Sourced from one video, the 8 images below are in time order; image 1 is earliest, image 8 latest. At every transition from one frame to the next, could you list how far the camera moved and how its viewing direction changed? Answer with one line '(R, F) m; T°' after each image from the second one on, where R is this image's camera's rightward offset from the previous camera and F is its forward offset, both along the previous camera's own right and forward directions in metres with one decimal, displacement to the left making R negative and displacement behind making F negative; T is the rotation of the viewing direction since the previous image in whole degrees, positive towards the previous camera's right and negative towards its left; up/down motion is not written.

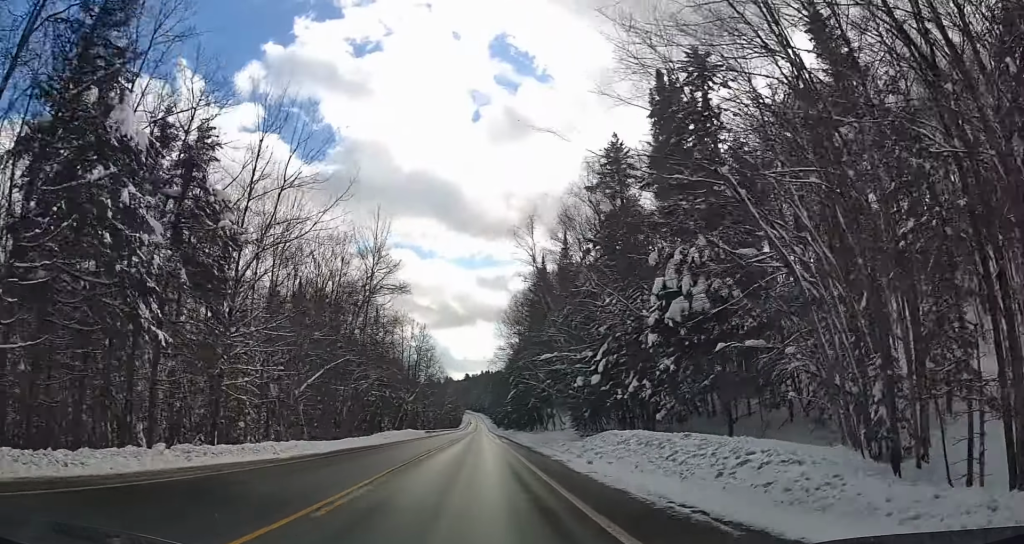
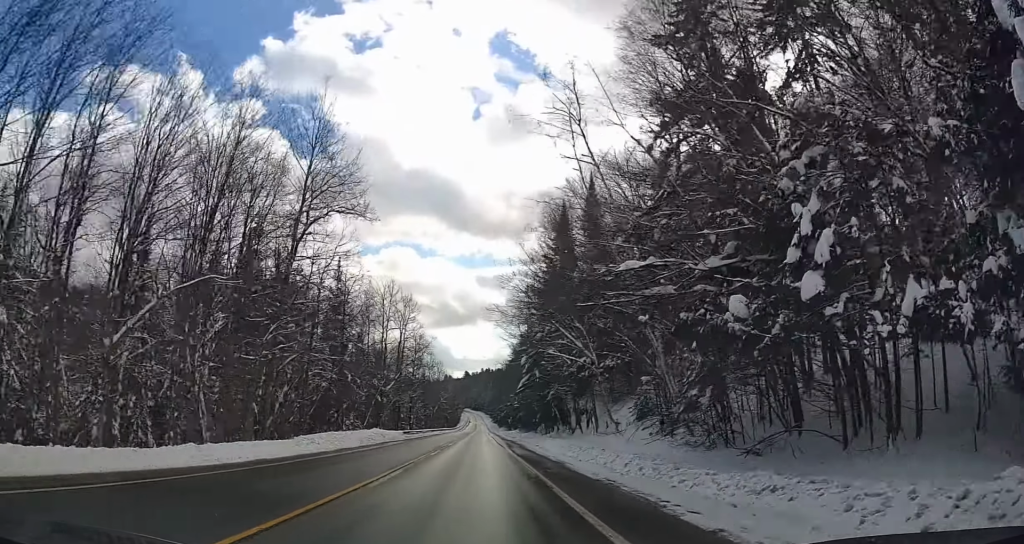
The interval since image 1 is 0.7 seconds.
(0.0, +19.6) m; 0°
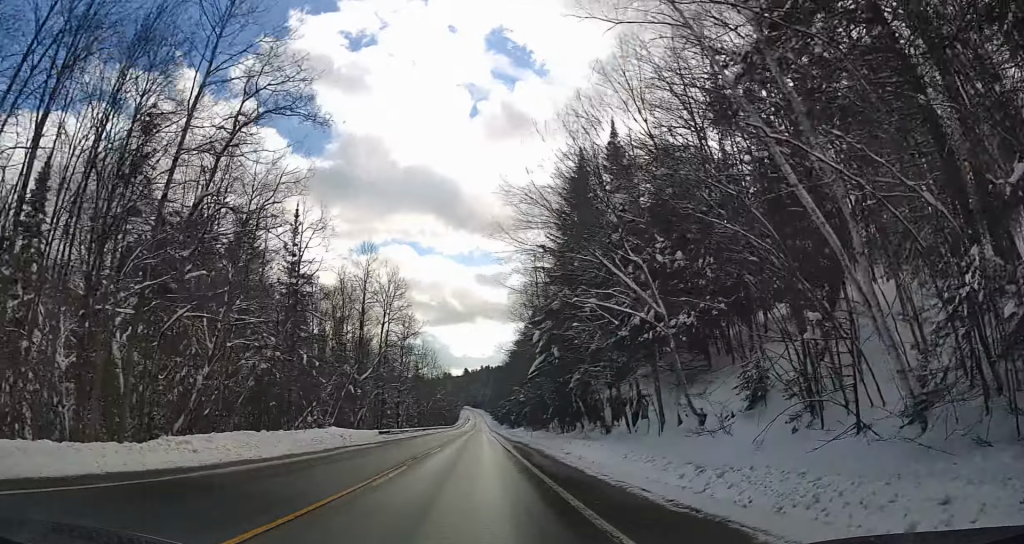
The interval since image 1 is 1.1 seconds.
(+0.2, +12.2) m; 0°
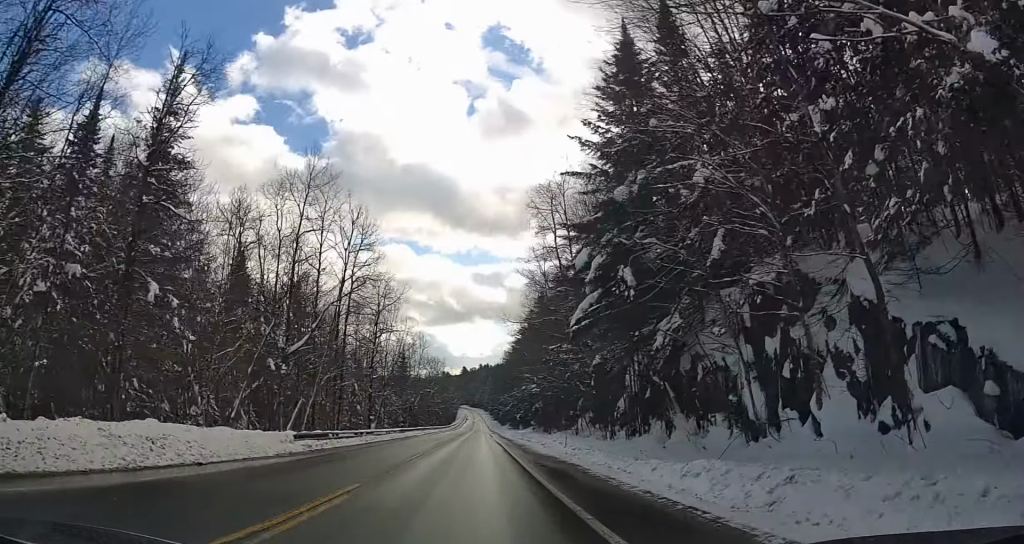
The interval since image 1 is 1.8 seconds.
(-0.1, +18.0) m; 0°
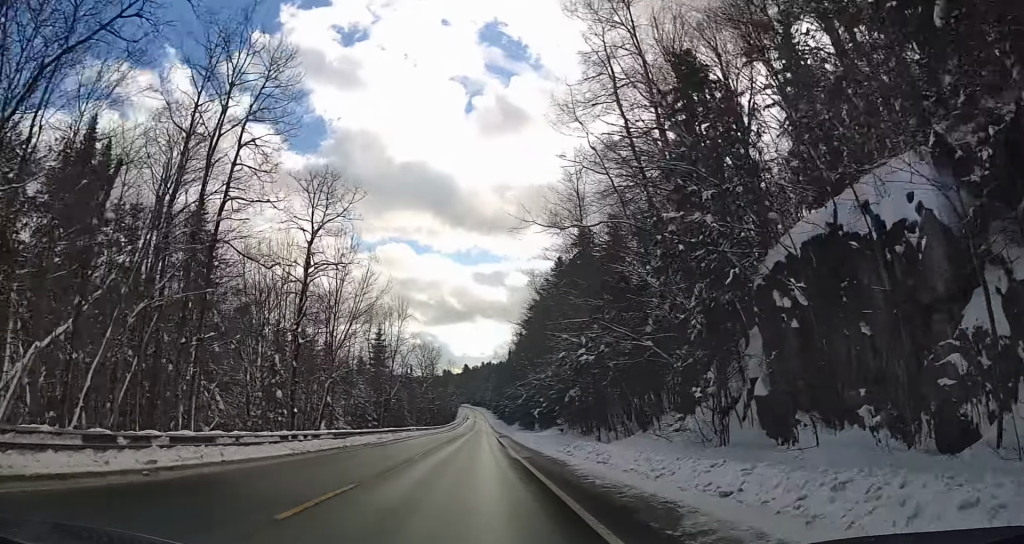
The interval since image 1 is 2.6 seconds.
(-0.2, +23.8) m; 0°
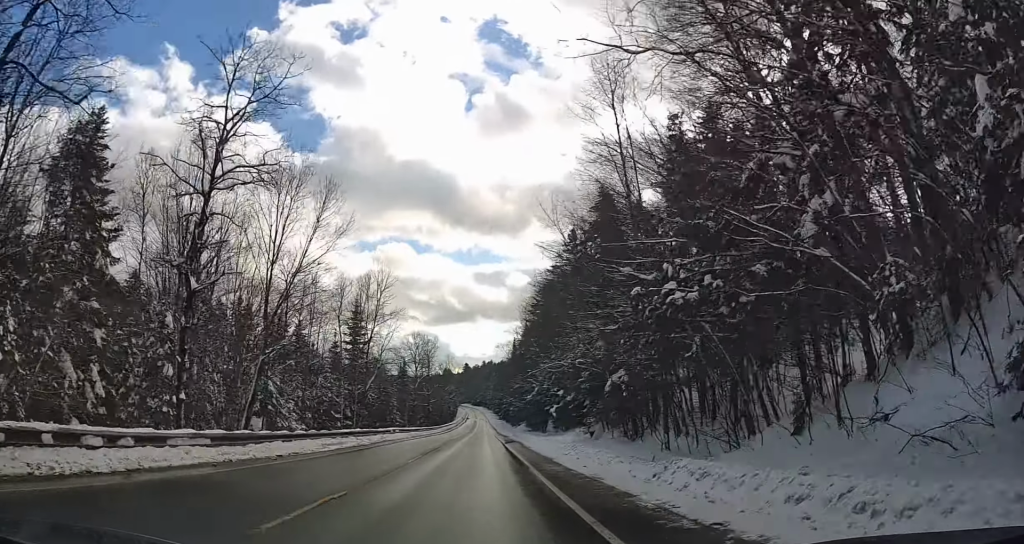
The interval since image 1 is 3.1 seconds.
(+0.3, +13.4) m; 0°
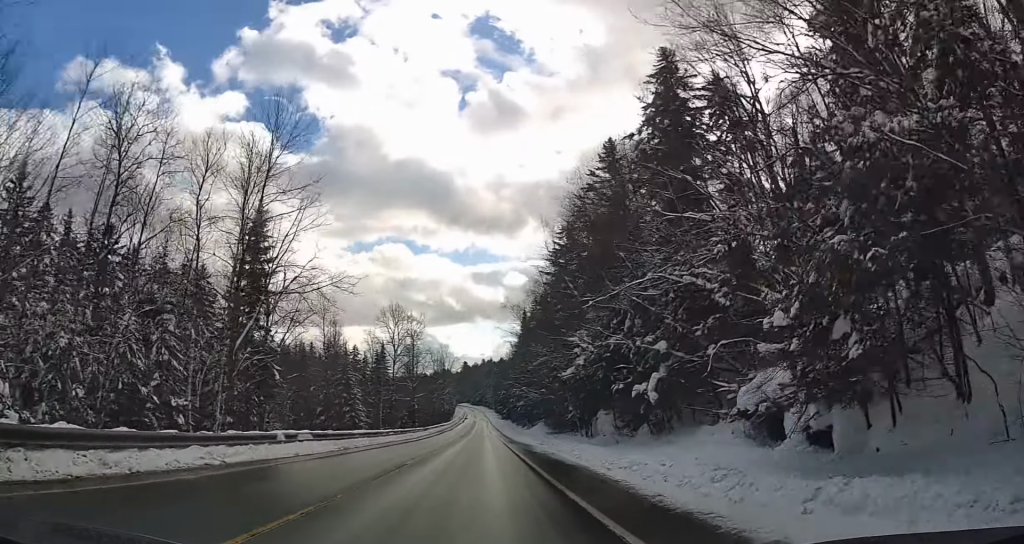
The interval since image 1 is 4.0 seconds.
(-0.2, +25.8) m; 0°
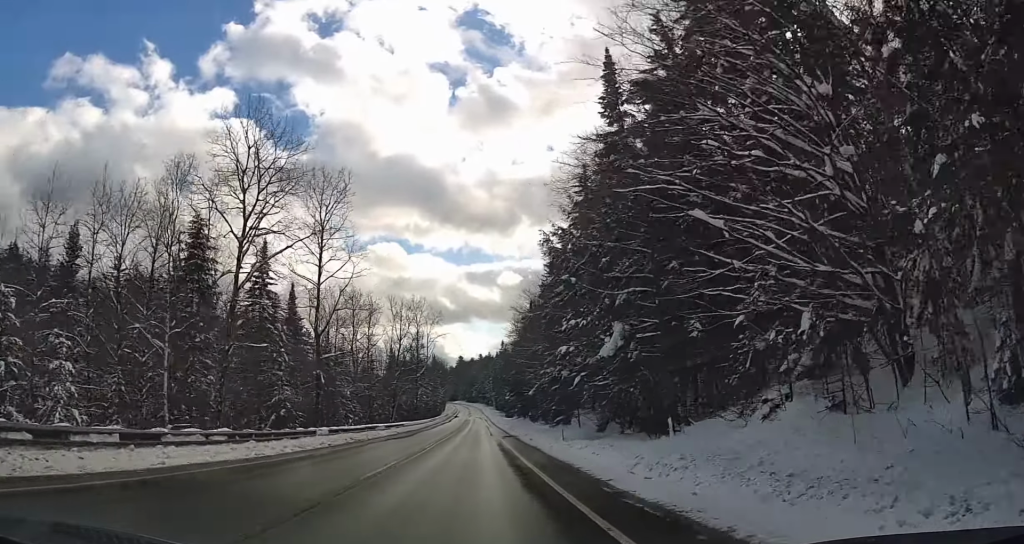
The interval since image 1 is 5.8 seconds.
(+0.1, +53.5) m; -1°
